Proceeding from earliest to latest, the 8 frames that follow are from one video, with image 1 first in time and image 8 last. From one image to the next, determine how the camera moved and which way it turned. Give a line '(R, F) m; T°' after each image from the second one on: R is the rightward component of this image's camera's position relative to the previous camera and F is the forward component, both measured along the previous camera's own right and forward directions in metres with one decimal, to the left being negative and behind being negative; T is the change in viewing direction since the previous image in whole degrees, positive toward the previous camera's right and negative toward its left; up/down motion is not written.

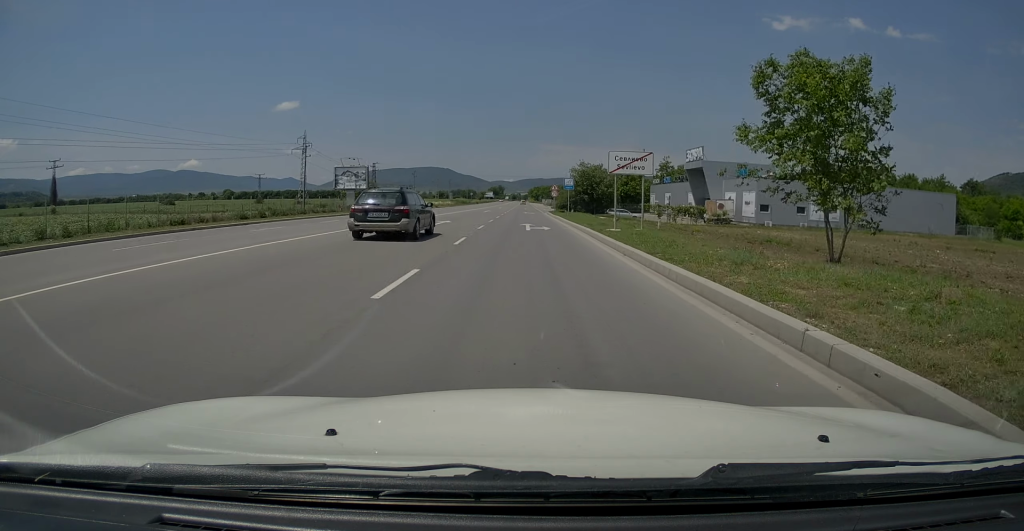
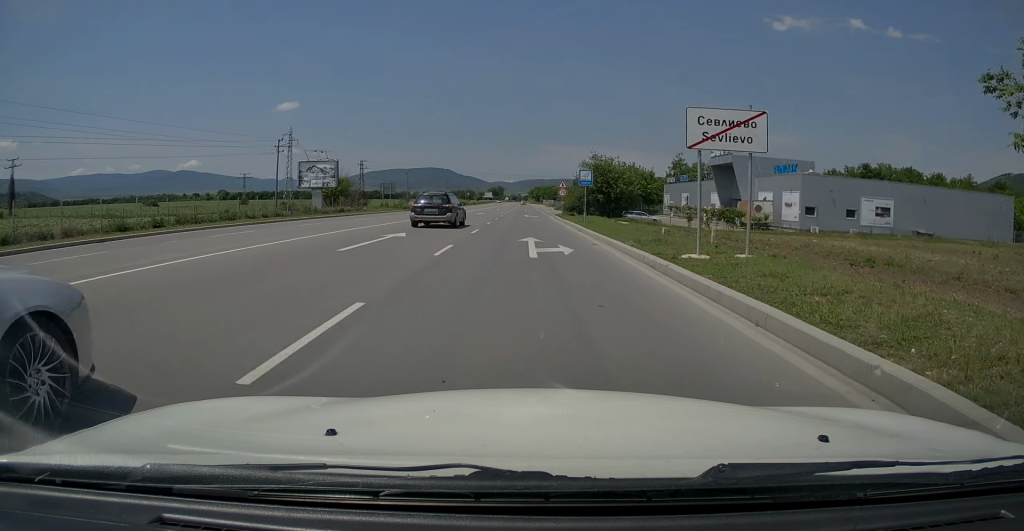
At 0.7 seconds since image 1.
(0.0, +12.2) m; -1°
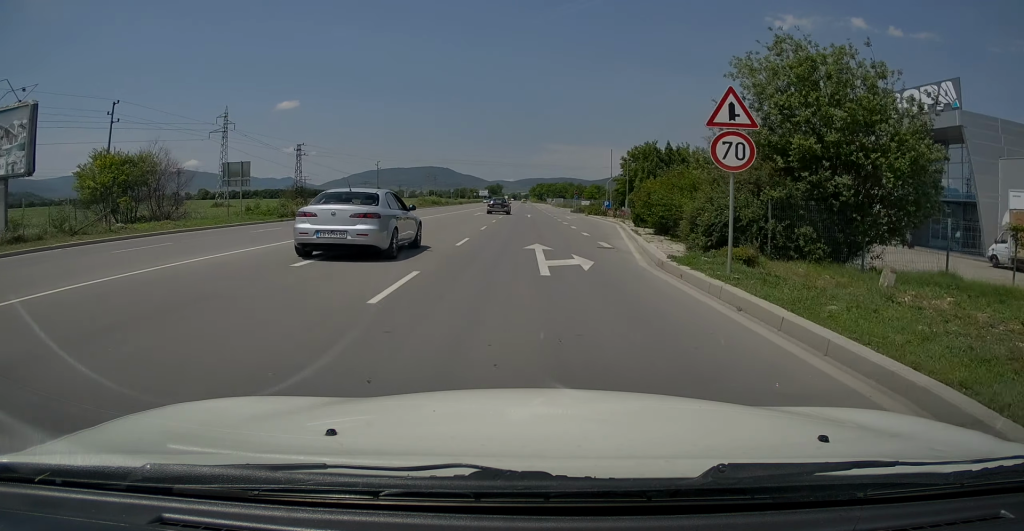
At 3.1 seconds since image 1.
(-0.4, +41.1) m; -1°
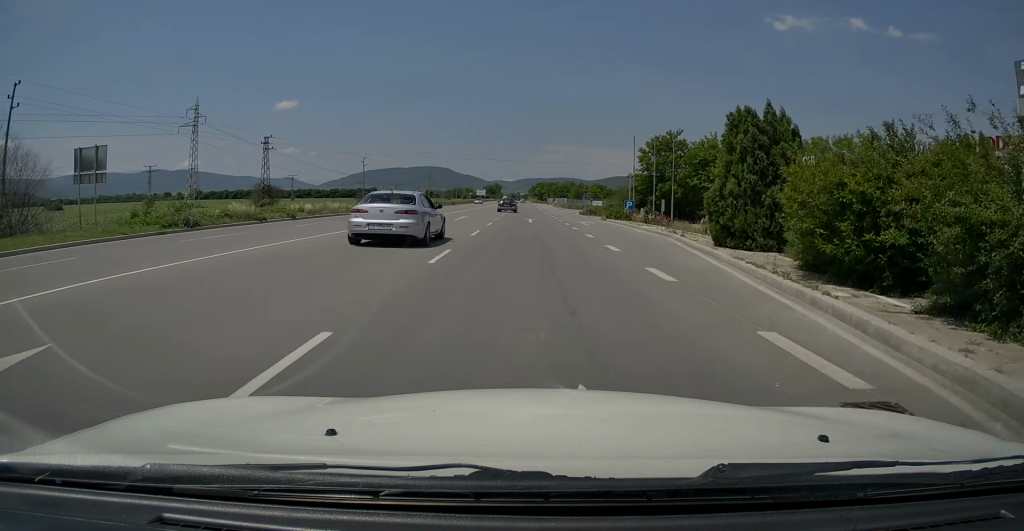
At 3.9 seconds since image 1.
(-0.1, +13.5) m; +1°
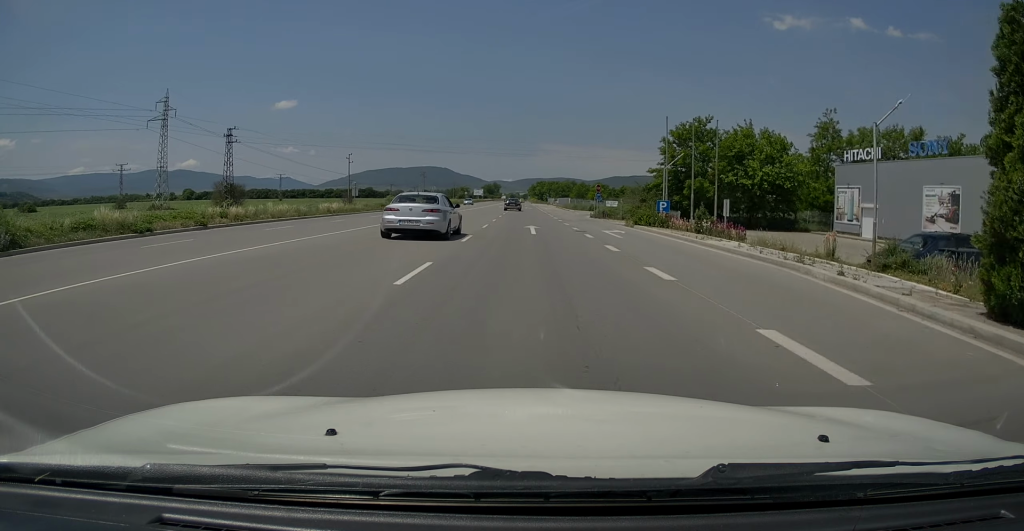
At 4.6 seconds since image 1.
(+0.3, +11.8) m; 0°
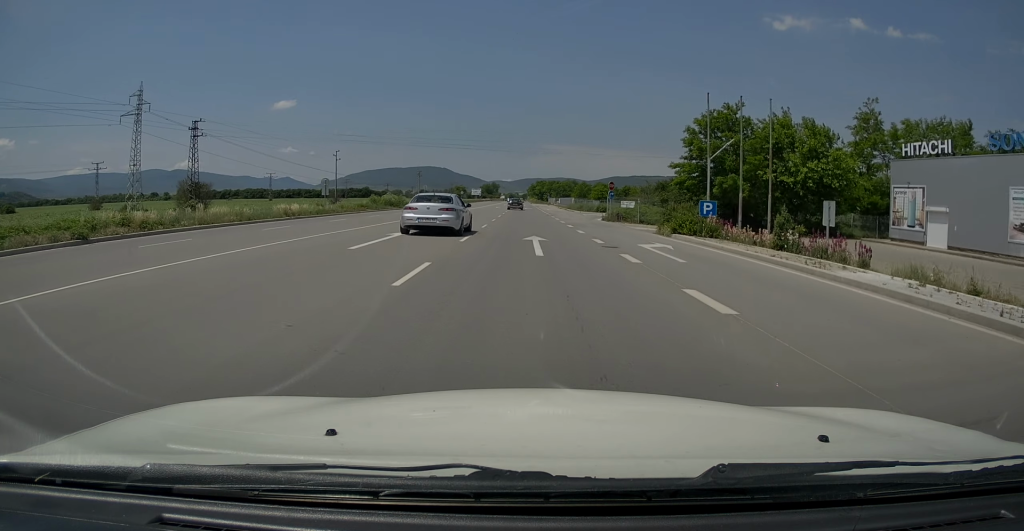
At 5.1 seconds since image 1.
(+0.1, +8.9) m; 0°
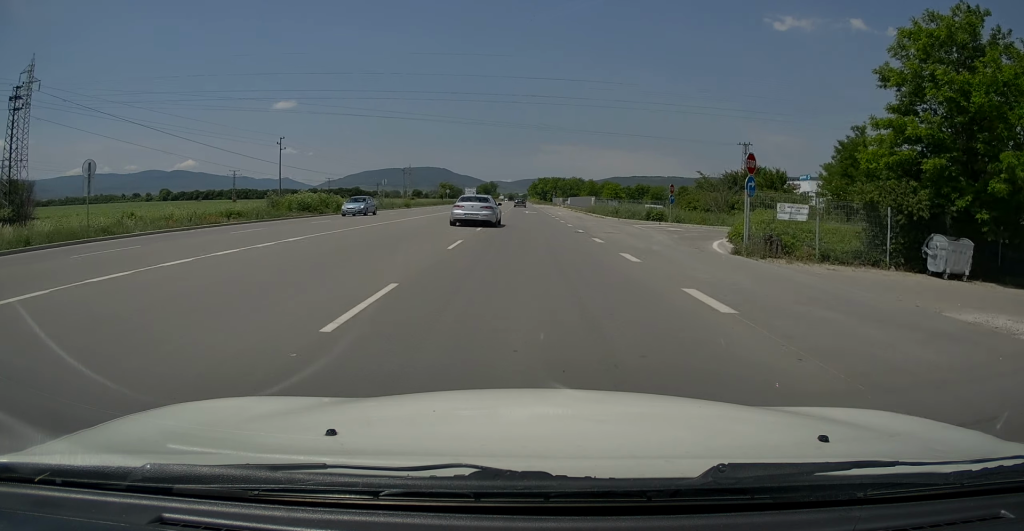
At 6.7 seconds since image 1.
(-0.2, +29.3) m; 0°
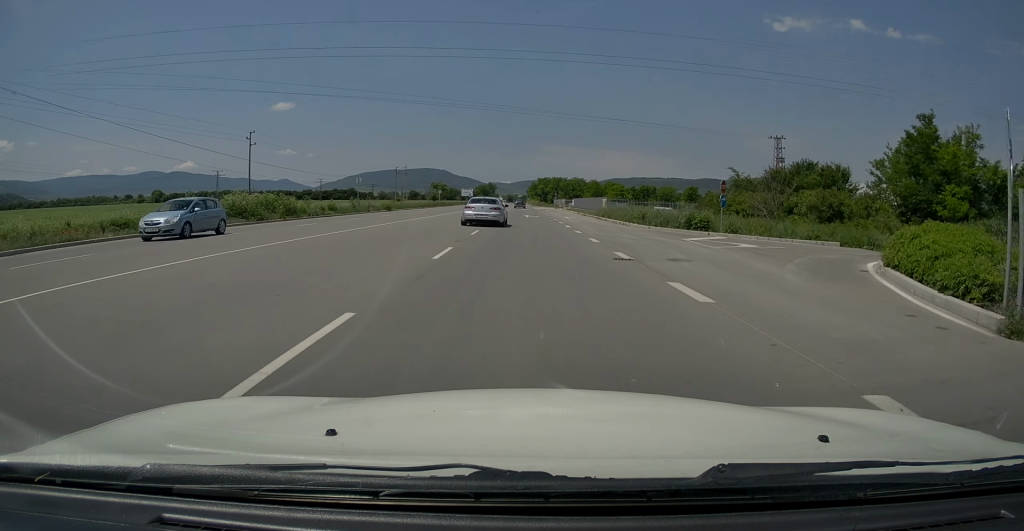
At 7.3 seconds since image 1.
(0.0, +11.0) m; 0°
